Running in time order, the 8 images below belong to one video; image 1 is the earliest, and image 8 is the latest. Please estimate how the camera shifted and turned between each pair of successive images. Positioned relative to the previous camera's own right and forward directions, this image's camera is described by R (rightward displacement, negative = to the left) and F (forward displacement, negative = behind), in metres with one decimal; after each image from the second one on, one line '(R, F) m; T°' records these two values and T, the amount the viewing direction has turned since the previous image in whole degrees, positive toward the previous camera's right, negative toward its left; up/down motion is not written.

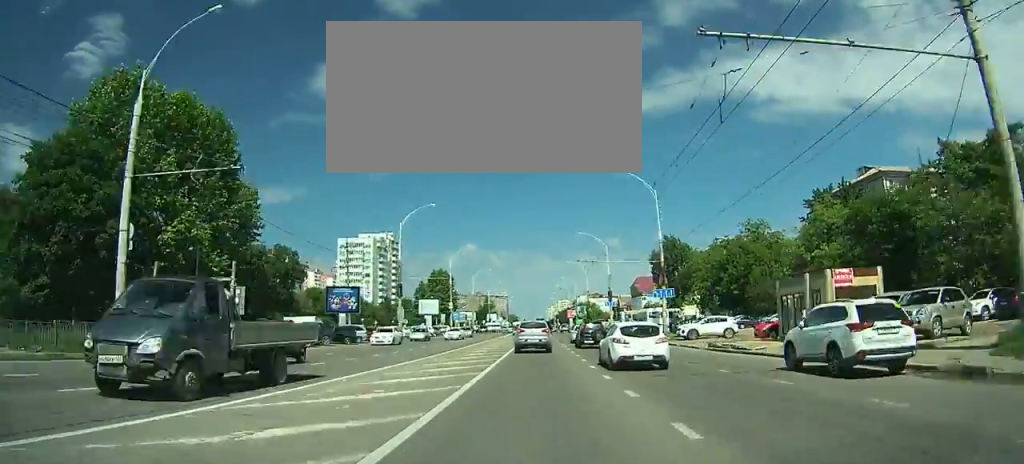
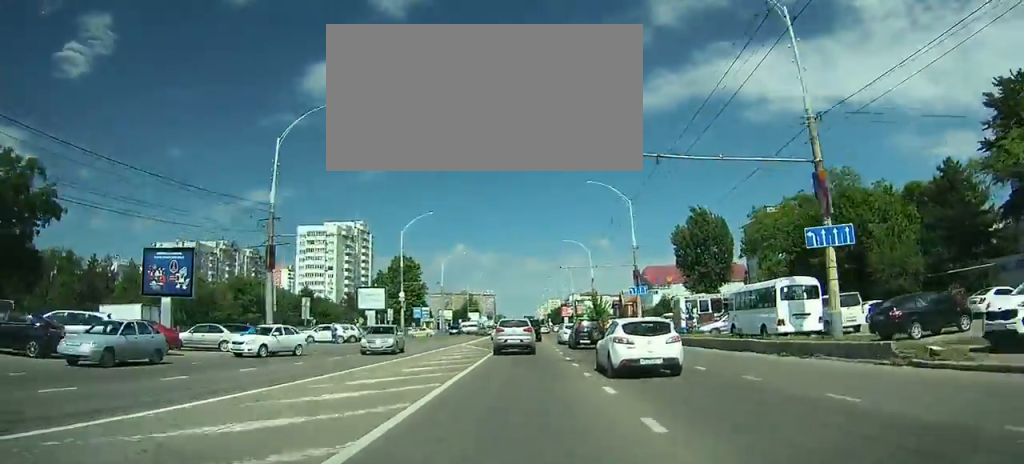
(+0.2, +28.4) m; +1°
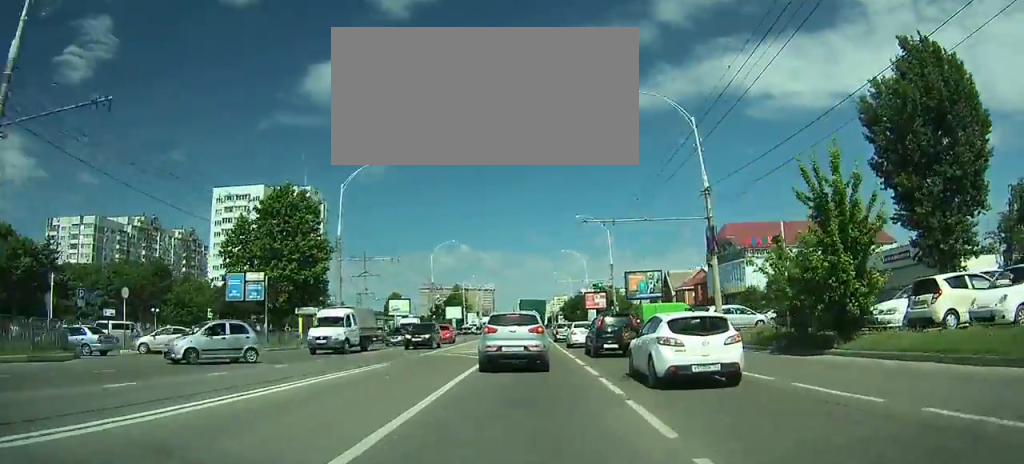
(+2.1, +55.3) m; +4°
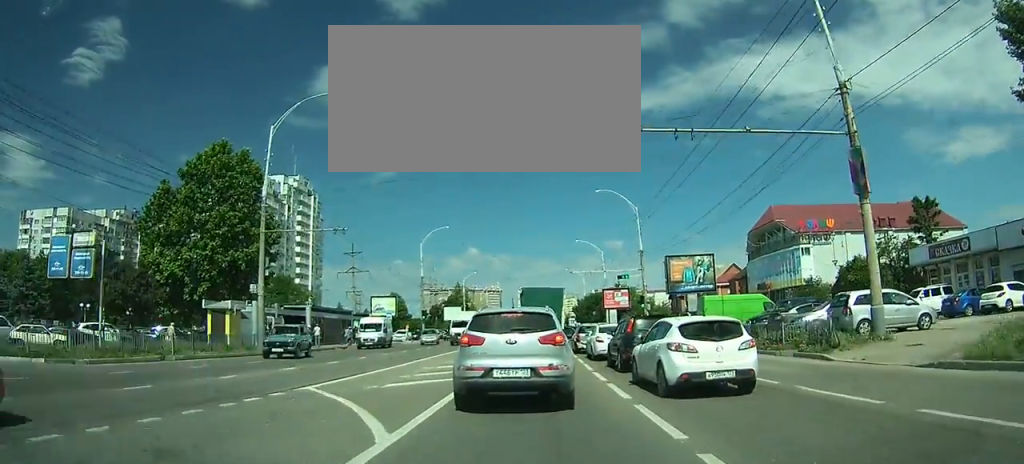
(+0.2, +20.0) m; +1°
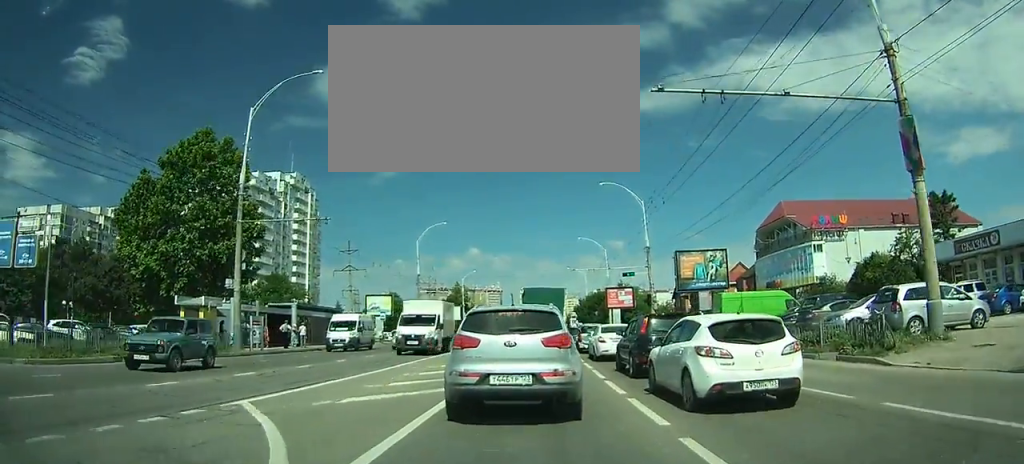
(0.0, +5.6) m; -1°
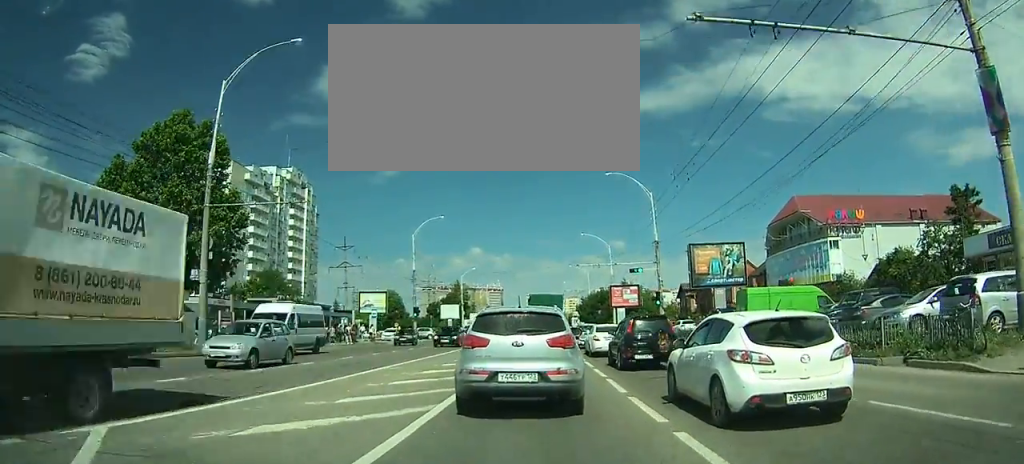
(0.0, +7.5) m; -2°
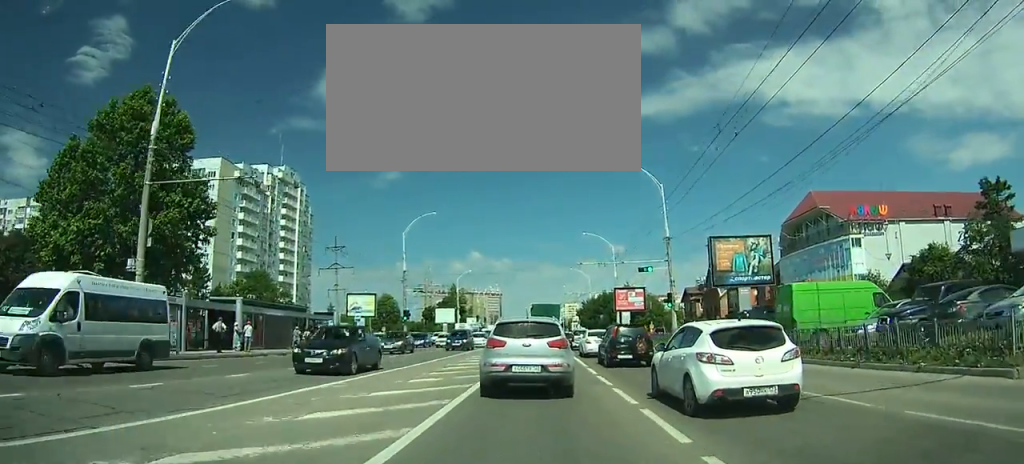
(-0.2, +7.4) m; -2°
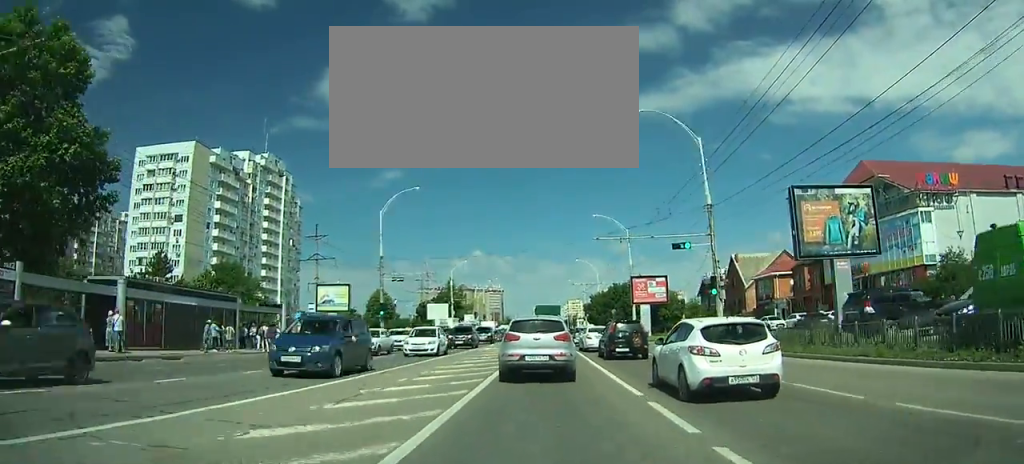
(-0.2, +11.6) m; -2°
